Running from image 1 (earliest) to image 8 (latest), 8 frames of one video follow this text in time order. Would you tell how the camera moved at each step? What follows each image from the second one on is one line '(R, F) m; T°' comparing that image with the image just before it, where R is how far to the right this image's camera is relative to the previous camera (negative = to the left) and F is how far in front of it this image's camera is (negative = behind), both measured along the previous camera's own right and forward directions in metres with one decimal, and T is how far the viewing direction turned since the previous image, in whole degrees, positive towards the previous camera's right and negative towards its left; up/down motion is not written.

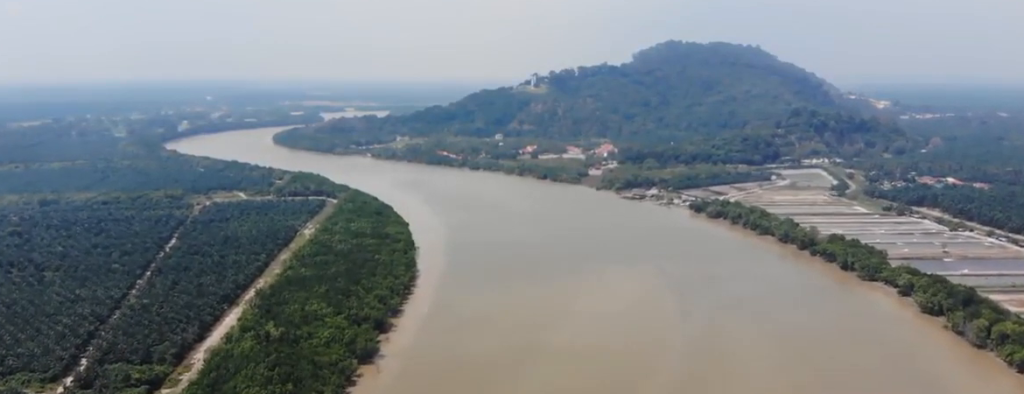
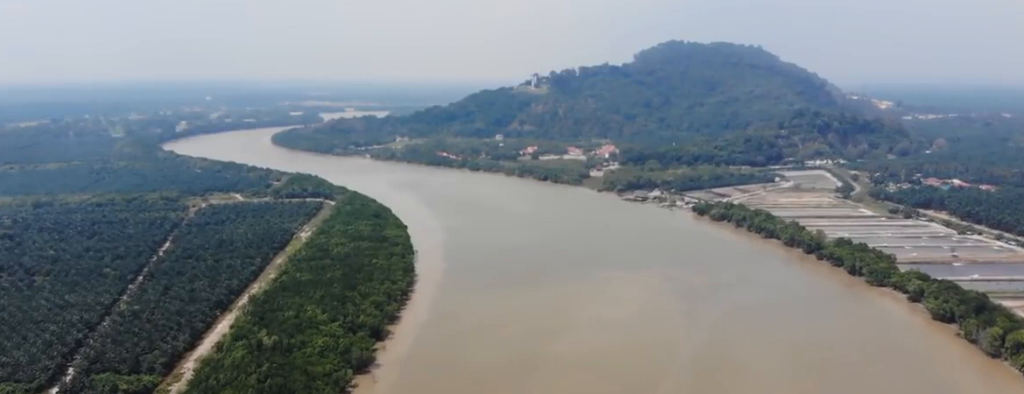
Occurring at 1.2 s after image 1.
(+0.2, +15.1) m; +1°
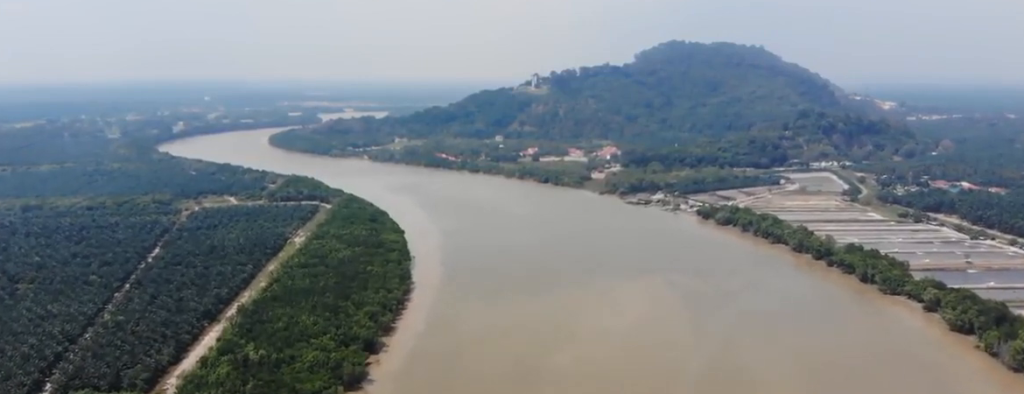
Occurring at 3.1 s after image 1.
(-0.2, +23.3) m; 0°
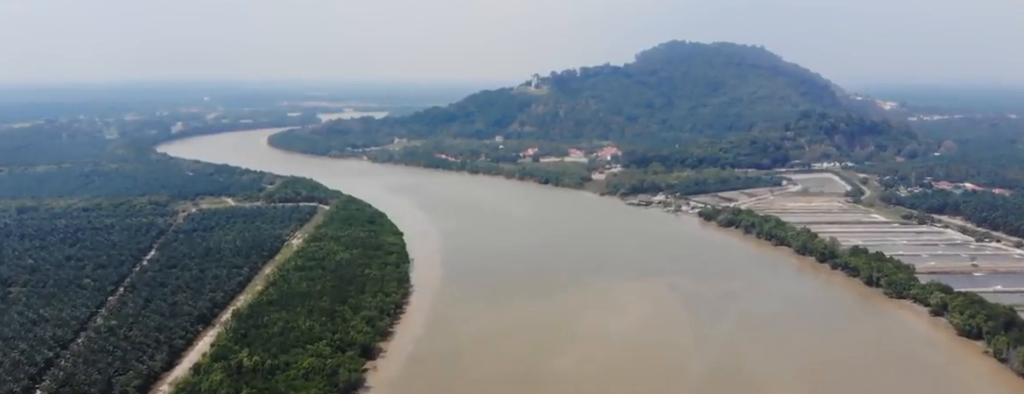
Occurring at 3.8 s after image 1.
(0.0, +9.6) m; 0°
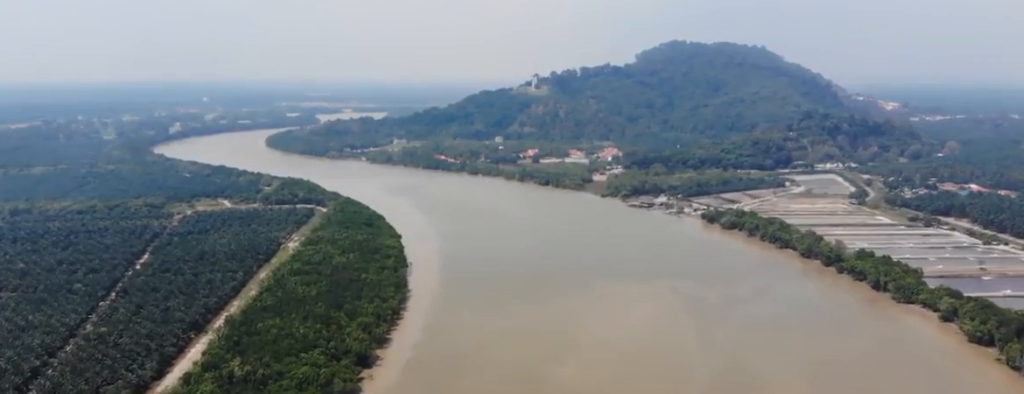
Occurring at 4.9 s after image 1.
(0.0, +13.4) m; 0°
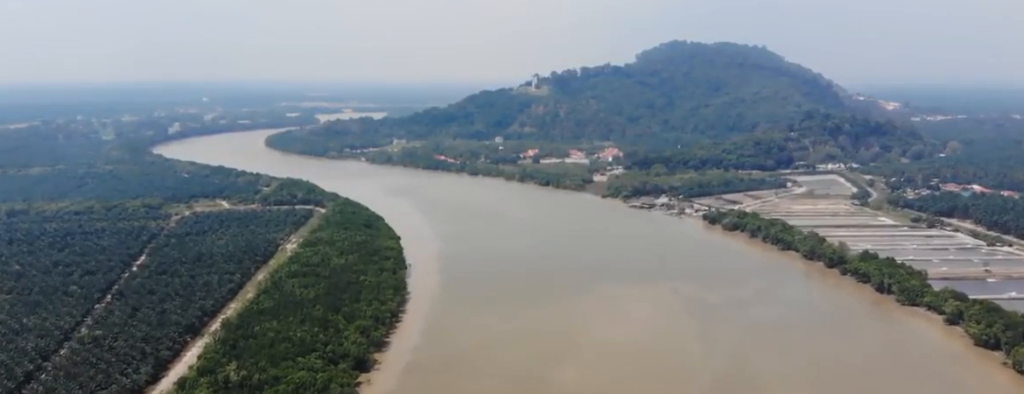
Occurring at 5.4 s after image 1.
(0.0, +6.7) m; 0°
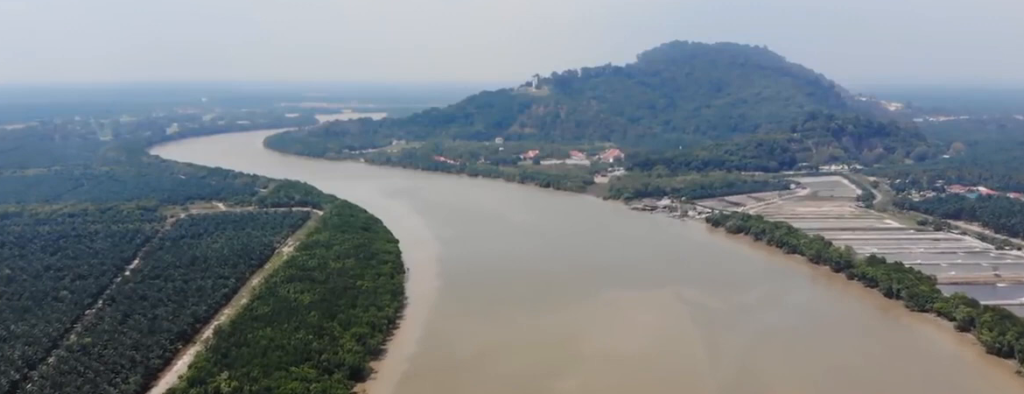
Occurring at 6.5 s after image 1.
(0.0, +14.0) m; 0°
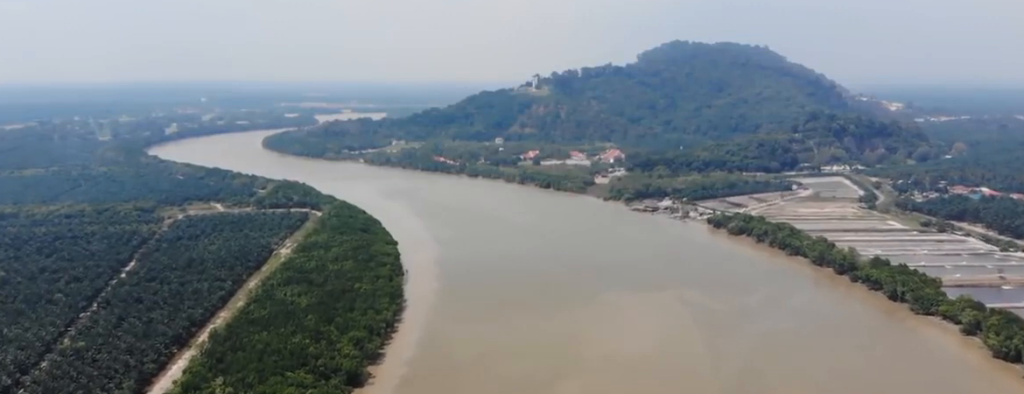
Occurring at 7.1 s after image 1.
(0.0, +7.7) m; 0°
